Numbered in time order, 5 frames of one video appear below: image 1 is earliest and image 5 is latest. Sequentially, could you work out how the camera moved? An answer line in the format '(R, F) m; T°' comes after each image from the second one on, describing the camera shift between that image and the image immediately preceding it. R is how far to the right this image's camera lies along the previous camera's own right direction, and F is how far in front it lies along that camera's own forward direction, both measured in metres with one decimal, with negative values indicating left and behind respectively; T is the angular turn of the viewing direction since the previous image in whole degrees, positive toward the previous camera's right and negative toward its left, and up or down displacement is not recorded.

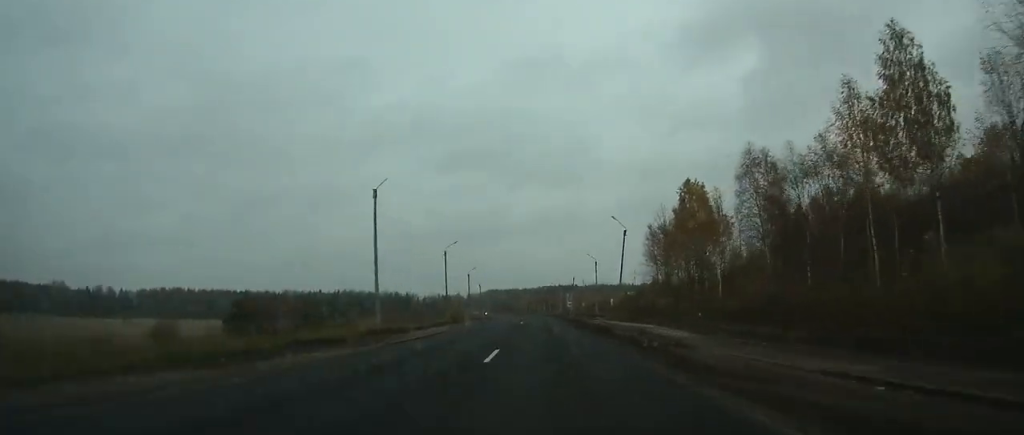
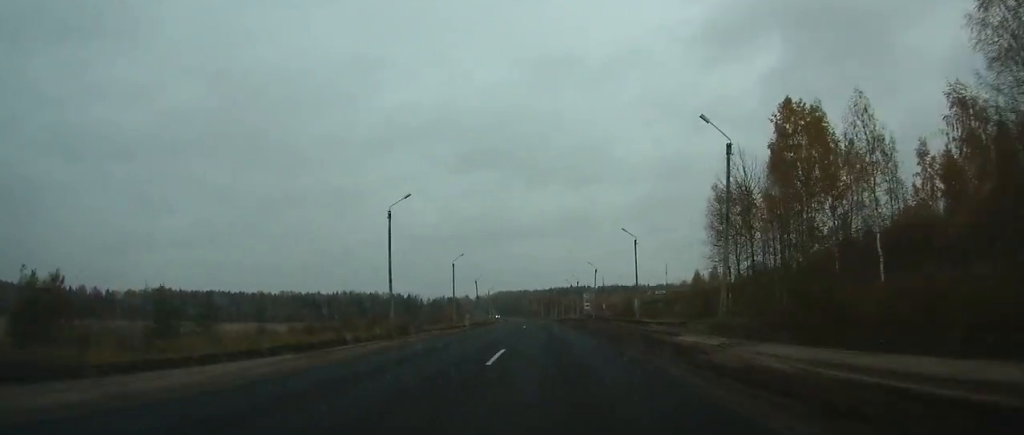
(-0.3, +35.0) m; -1°
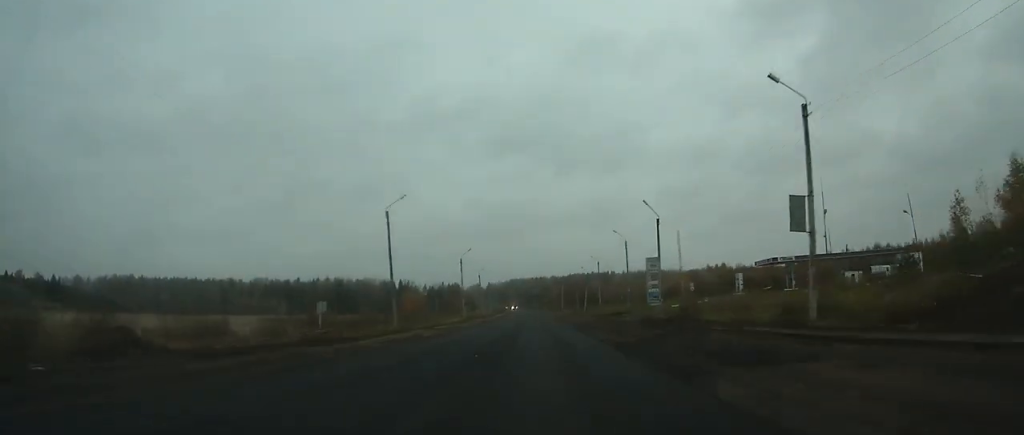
(-1.7, +85.8) m; -2°
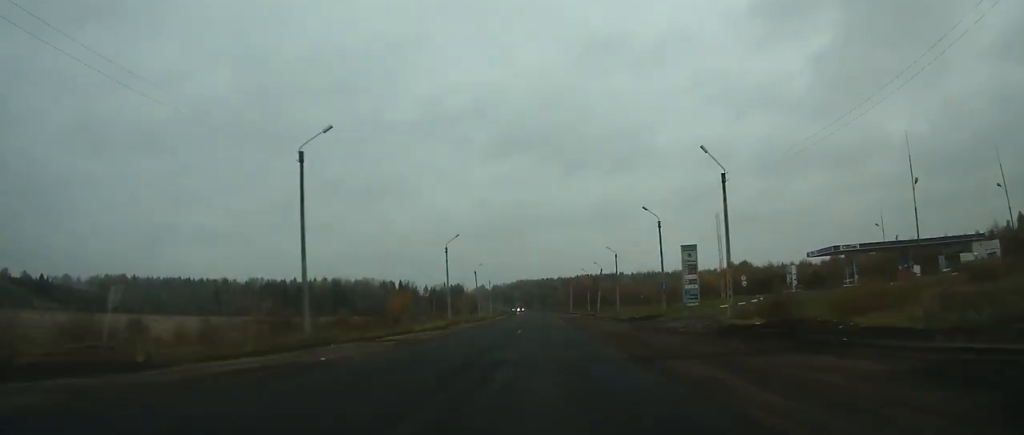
(-0.1, +18.7) m; 0°
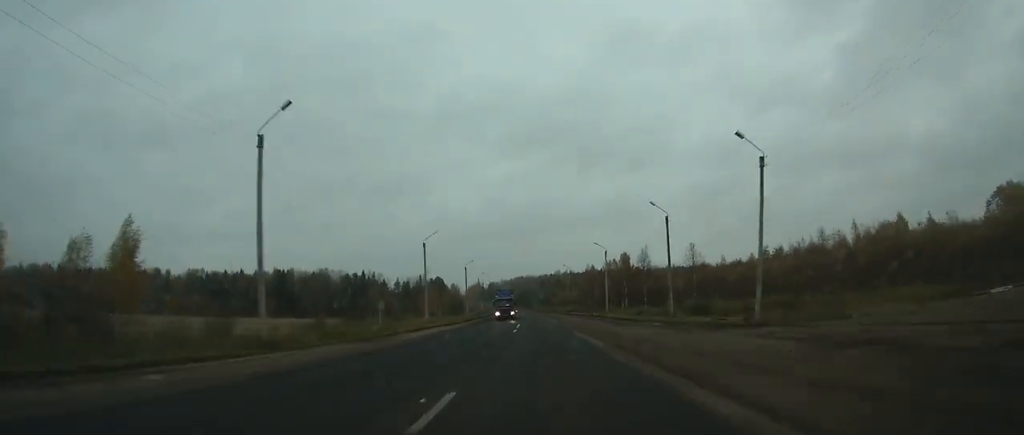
(-0.7, +89.9) m; -1°
